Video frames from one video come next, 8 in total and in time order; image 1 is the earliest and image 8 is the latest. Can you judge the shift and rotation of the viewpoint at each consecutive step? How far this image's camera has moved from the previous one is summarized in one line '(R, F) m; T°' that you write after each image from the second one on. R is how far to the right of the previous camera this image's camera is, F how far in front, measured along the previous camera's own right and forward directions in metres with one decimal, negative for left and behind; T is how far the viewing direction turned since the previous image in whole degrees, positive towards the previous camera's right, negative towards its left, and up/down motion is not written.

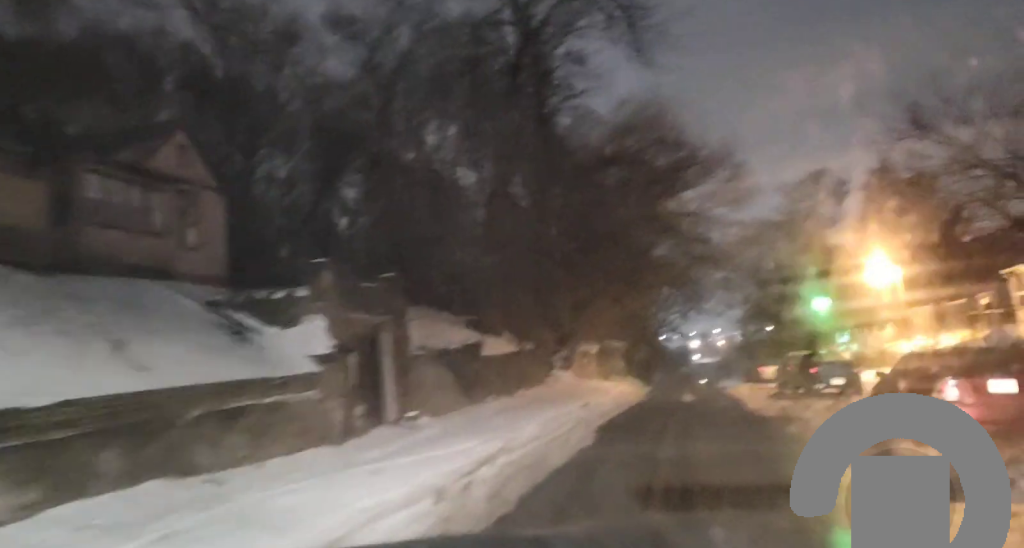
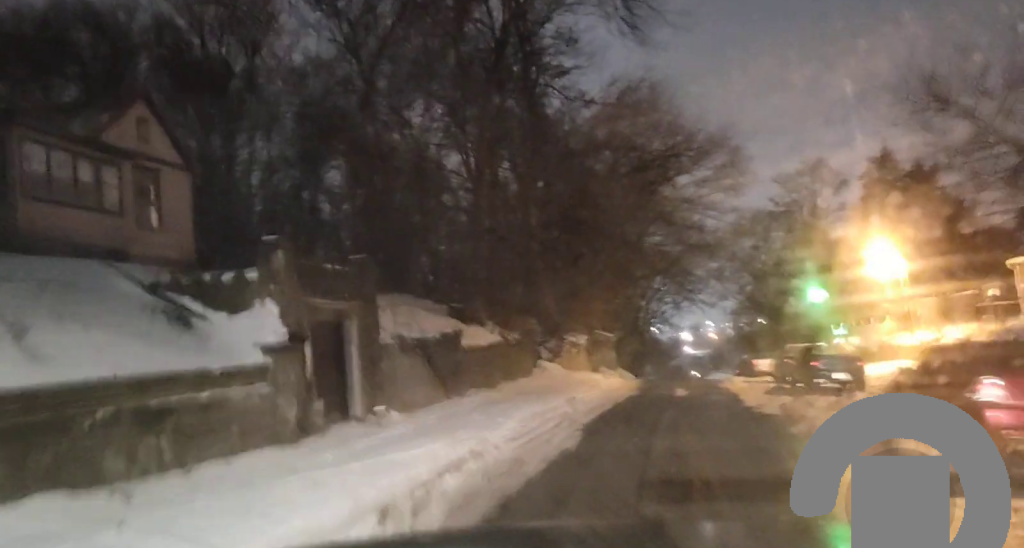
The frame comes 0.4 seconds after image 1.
(+0.1, +2.0) m; +1°
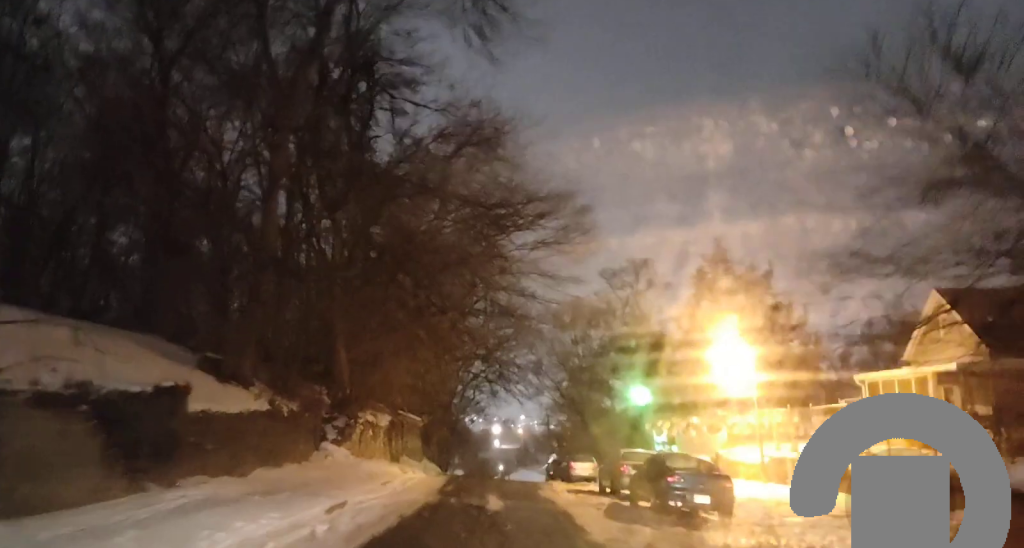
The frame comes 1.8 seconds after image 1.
(+0.2, +7.9) m; +1°
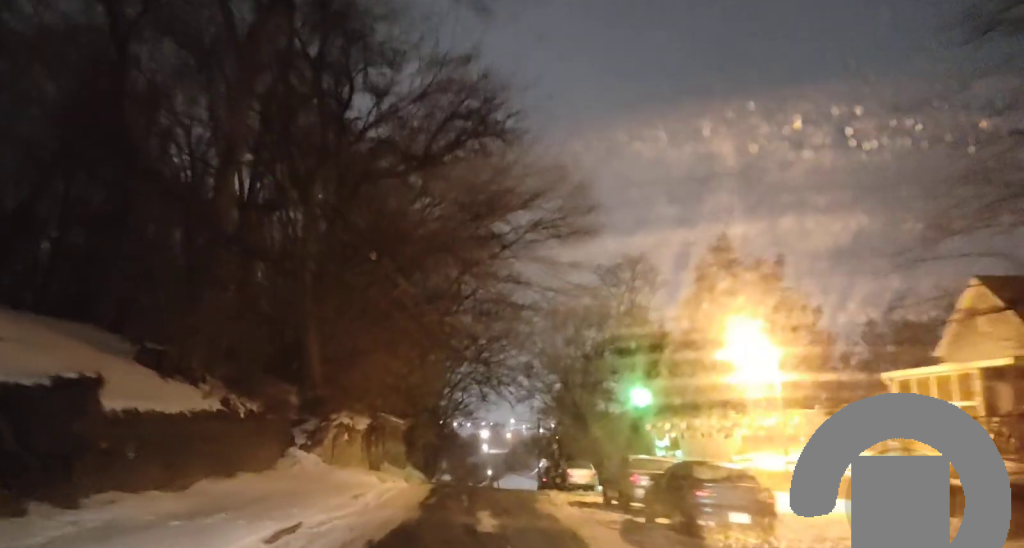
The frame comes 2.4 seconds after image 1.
(0.0, +3.5) m; +1°
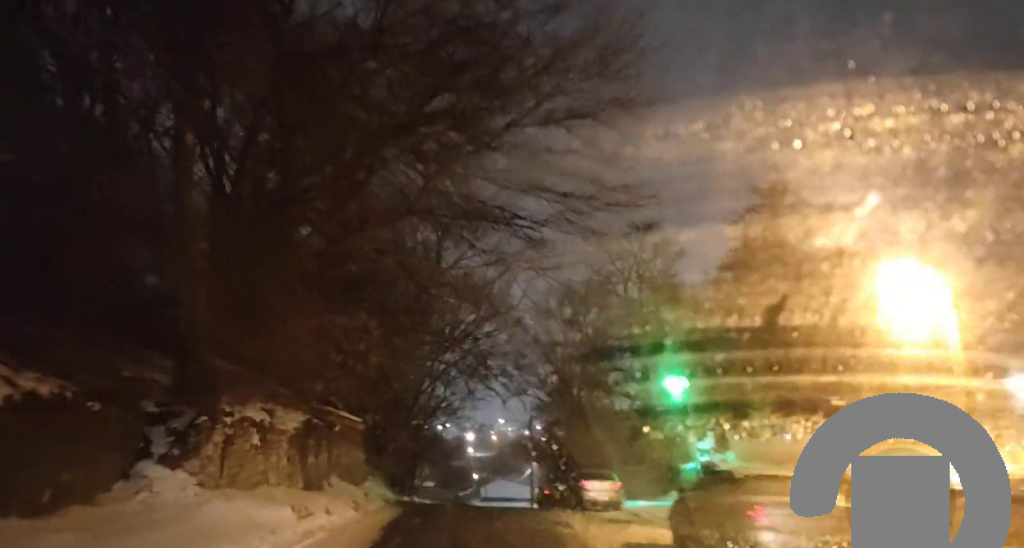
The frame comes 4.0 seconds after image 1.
(+0.4, +10.3) m; +2°
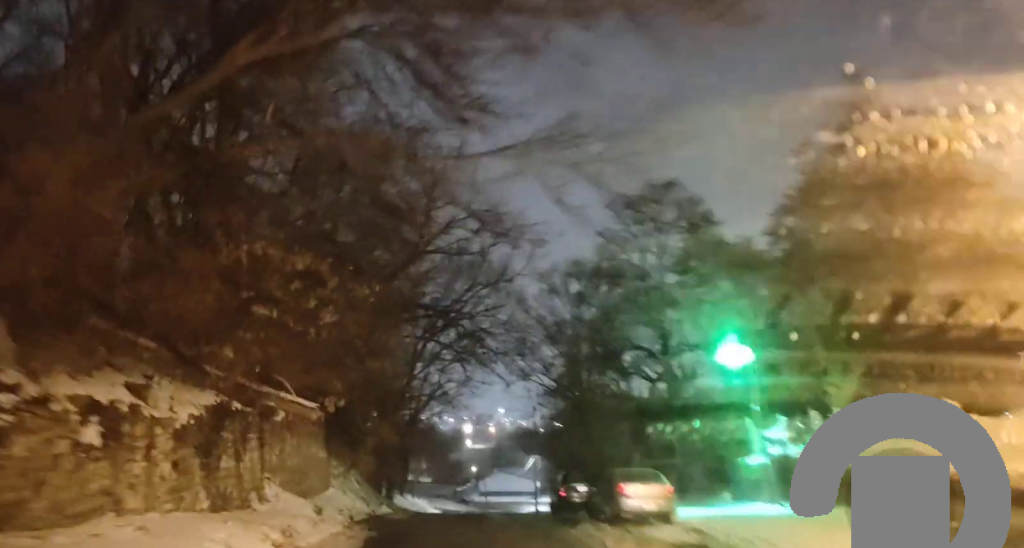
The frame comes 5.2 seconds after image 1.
(-0.3, +8.1) m; -1°
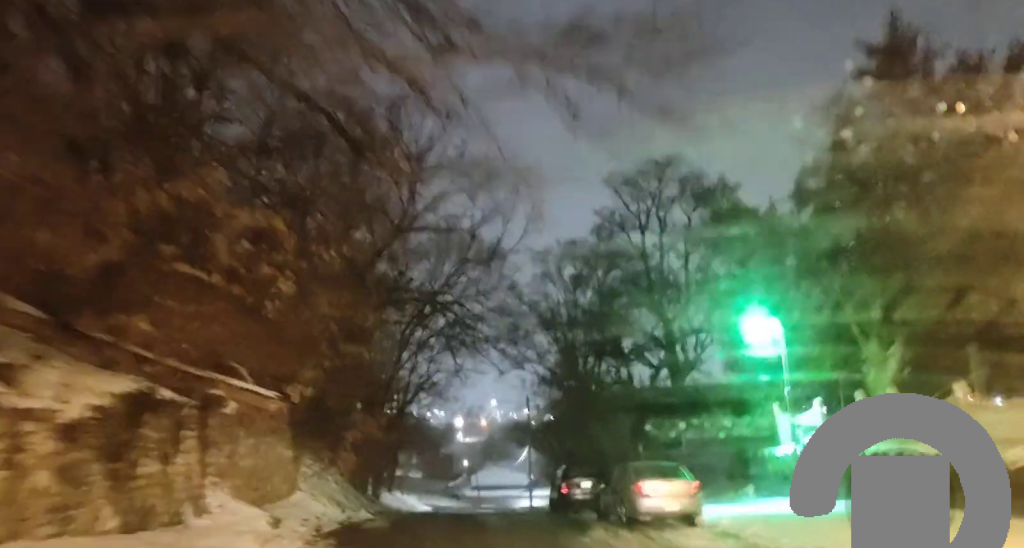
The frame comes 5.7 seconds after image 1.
(+0.1, +3.1) m; +1°
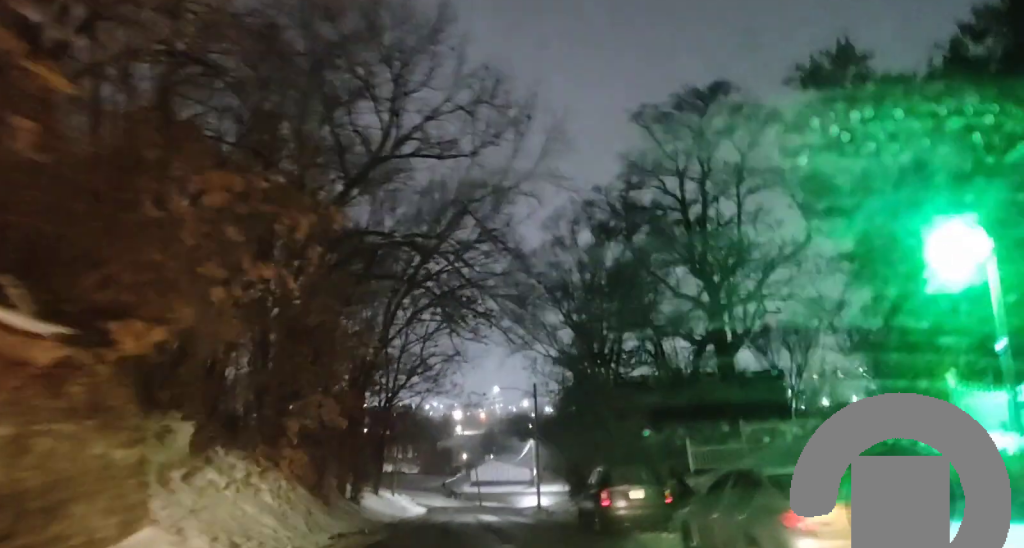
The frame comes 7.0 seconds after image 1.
(+0.1, +8.7) m; 0°
